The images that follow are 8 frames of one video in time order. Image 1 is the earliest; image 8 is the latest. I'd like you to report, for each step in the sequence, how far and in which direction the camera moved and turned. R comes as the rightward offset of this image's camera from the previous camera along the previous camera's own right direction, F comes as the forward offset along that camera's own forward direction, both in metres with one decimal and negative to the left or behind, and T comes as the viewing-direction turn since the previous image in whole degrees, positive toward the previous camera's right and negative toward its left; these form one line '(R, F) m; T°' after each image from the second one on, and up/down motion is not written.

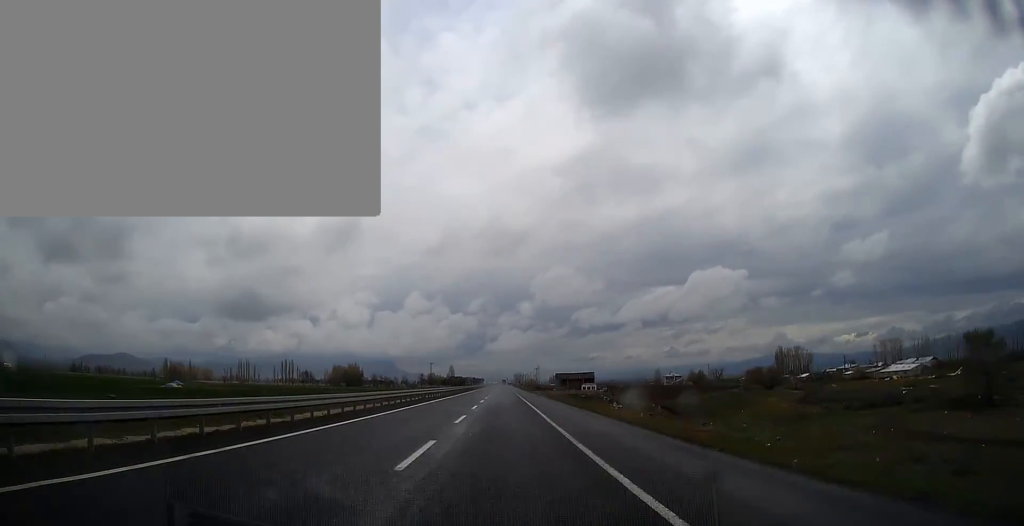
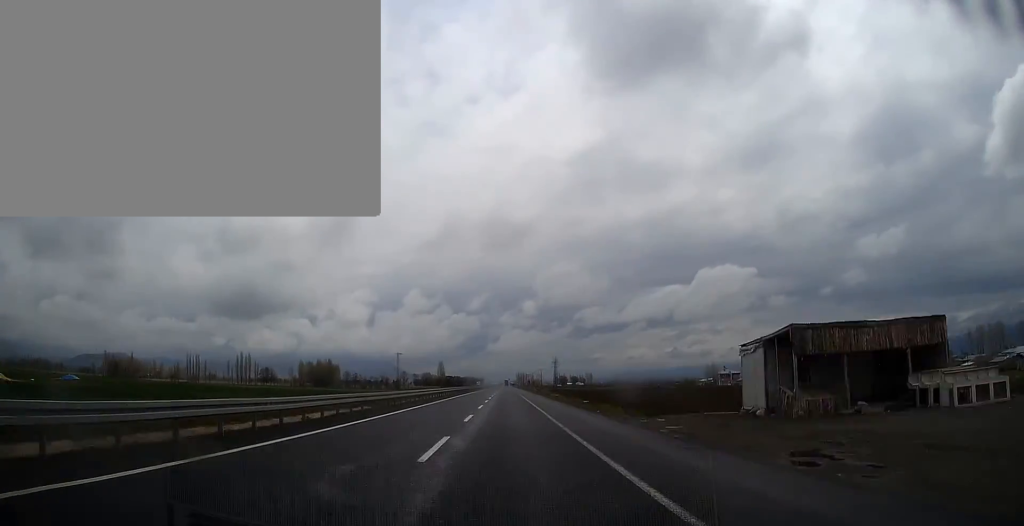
(-0.1, +93.5) m; 0°
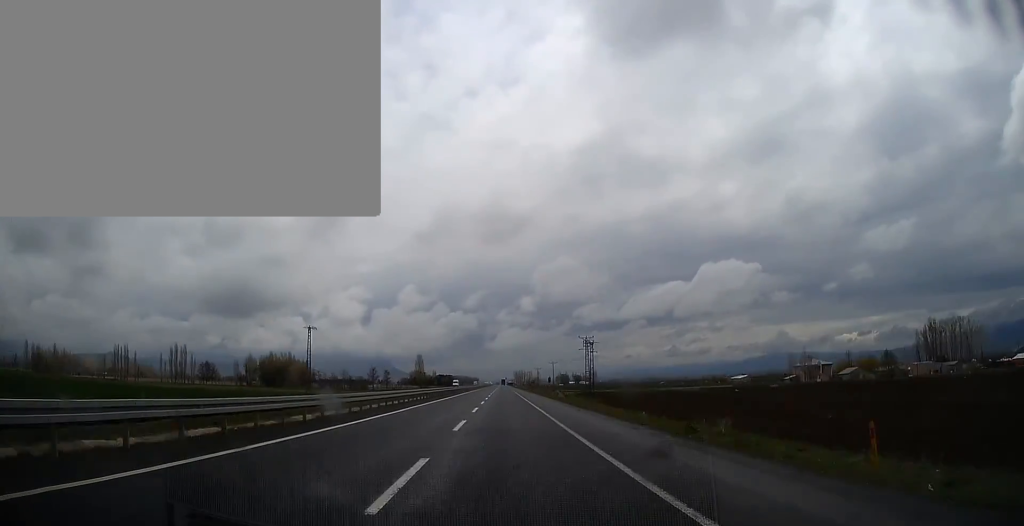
(0.0, +87.6) m; 0°
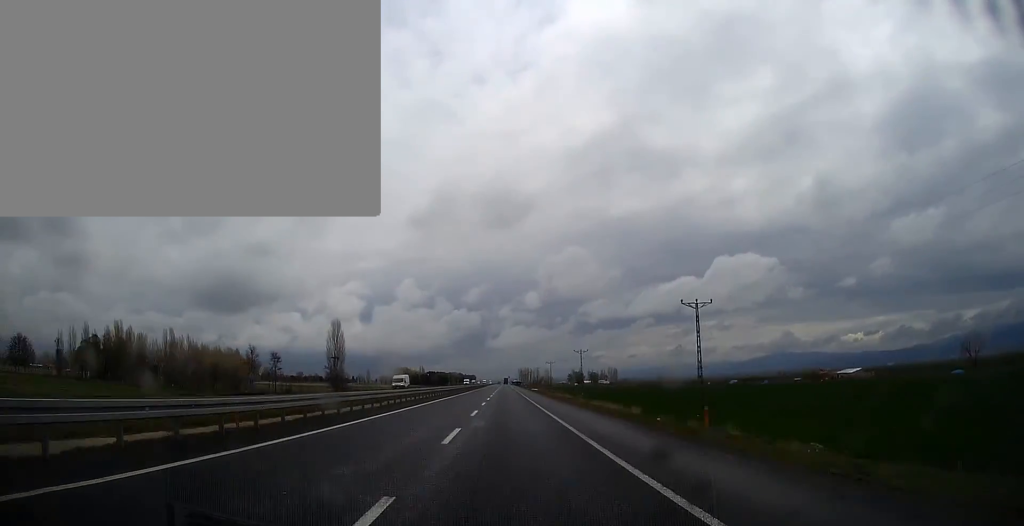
(0.0, +157.7) m; 0°
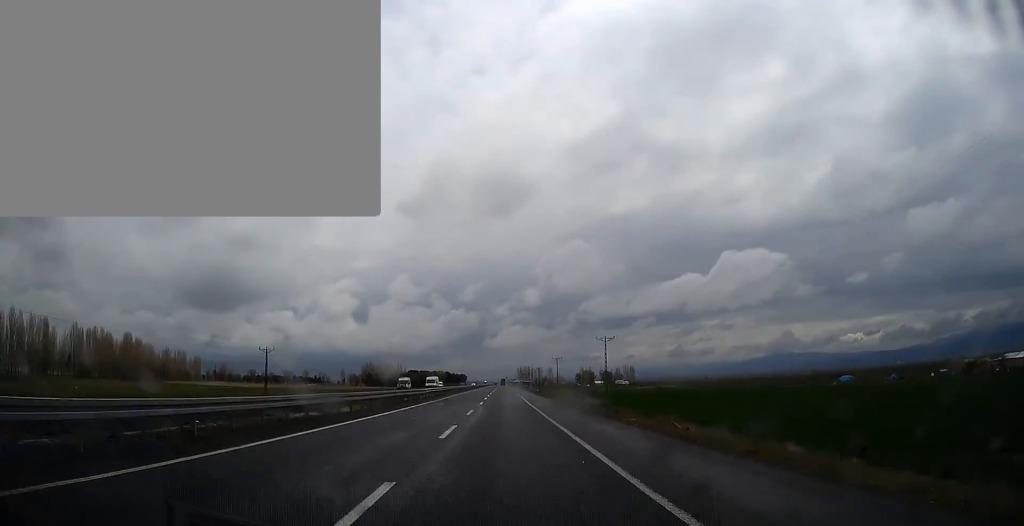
(0.0, +128.5) m; 0°
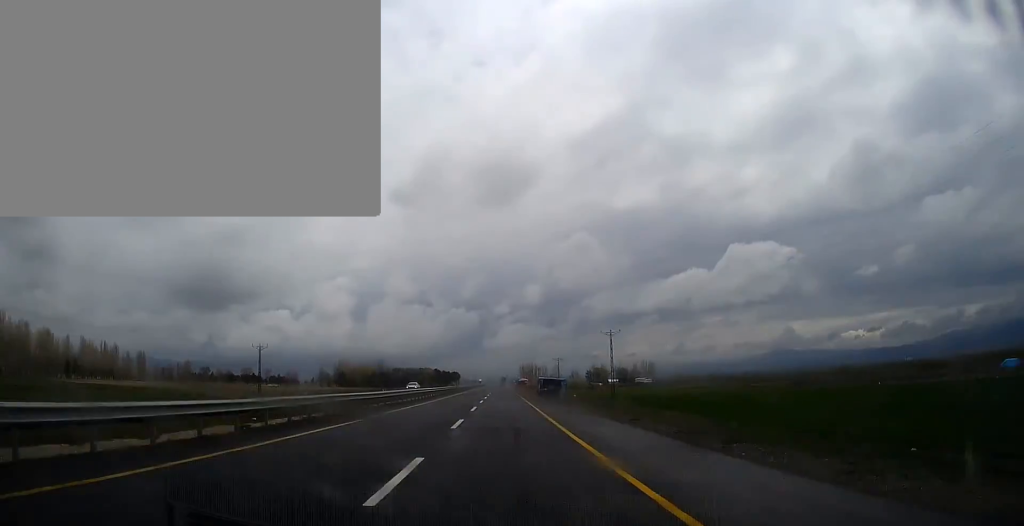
(0.0, +93.4) m; 0°
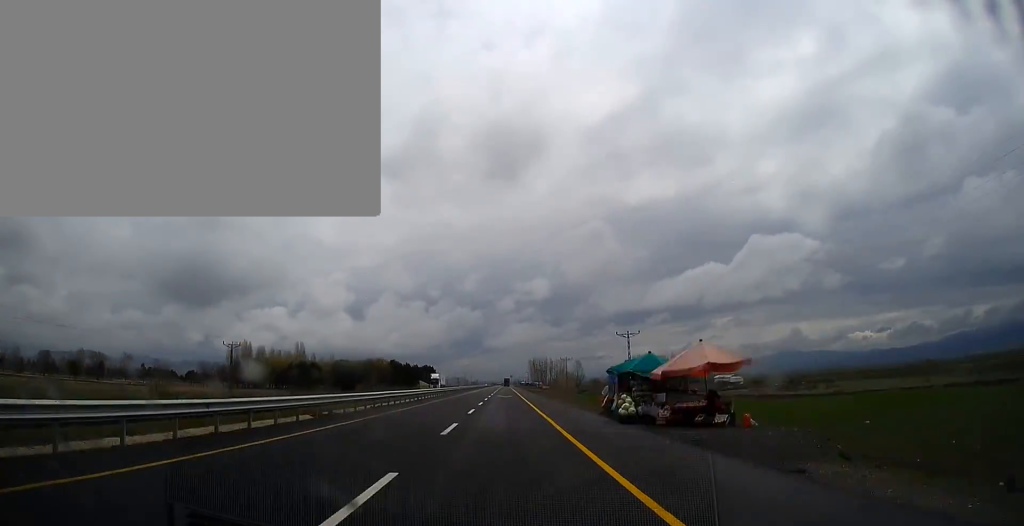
(-0.2, +192.7) m; 0°
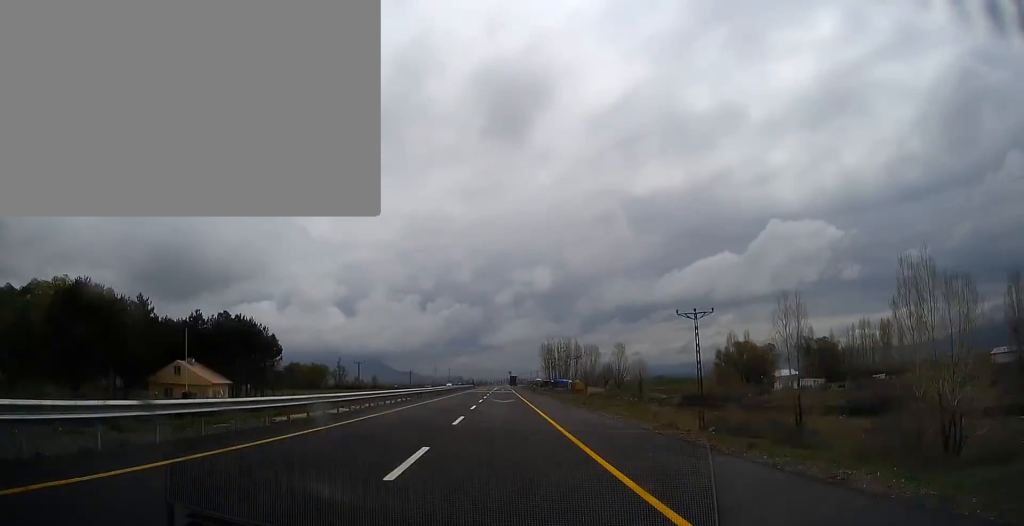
(+0.6, +210.4) m; 0°
